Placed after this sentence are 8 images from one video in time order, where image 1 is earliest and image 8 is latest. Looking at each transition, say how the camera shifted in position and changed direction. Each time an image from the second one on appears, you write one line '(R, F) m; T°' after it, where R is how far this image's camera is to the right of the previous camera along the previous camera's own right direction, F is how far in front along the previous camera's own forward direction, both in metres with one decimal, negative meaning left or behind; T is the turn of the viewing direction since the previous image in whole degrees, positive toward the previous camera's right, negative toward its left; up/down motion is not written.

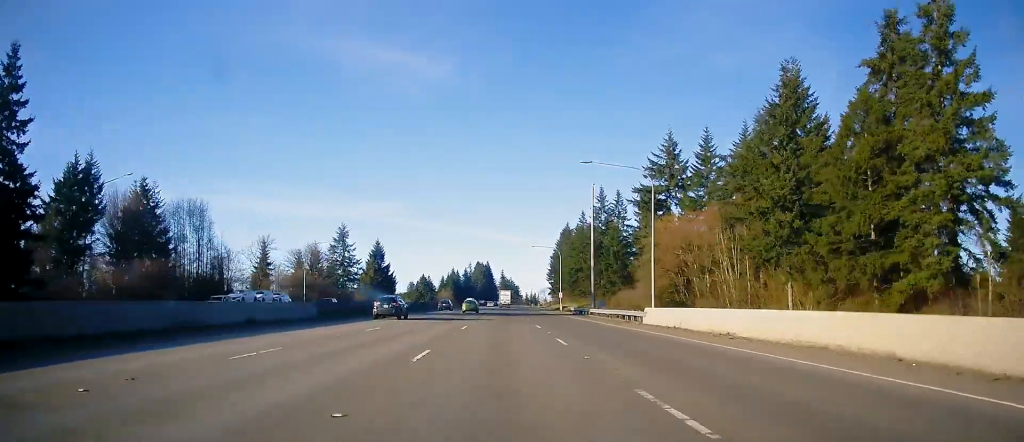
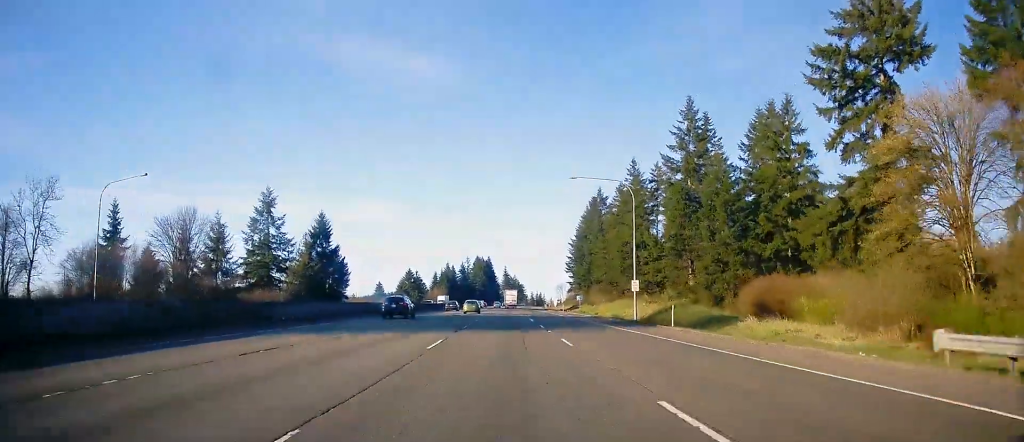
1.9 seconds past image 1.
(+0.4, +62.4) m; 0°
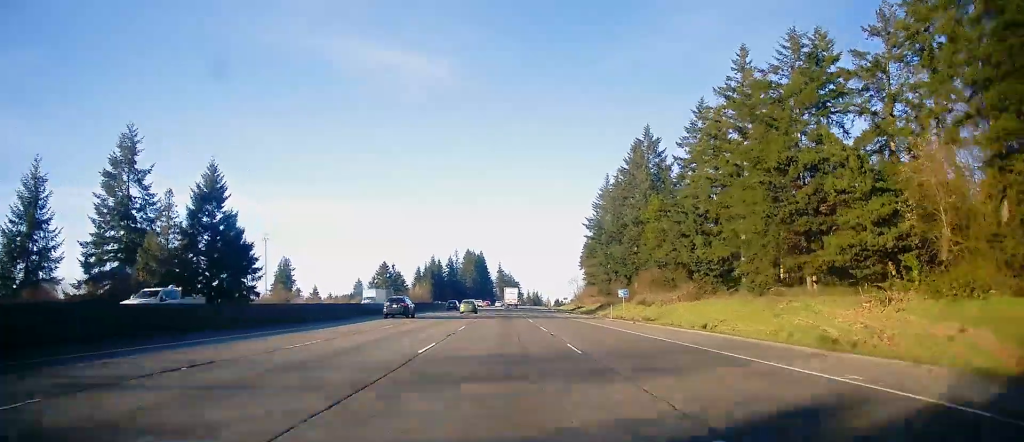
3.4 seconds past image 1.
(-0.6, +51.3) m; 0°
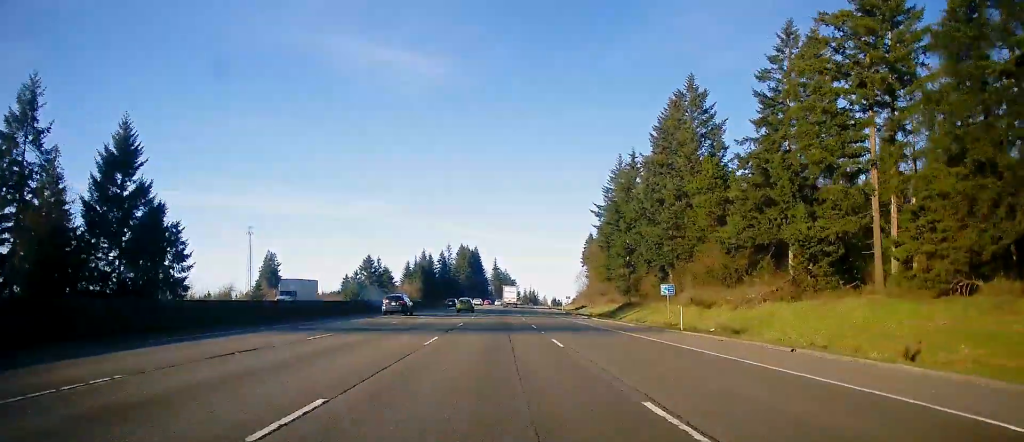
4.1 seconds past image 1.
(+0.2, +22.5) m; 0°
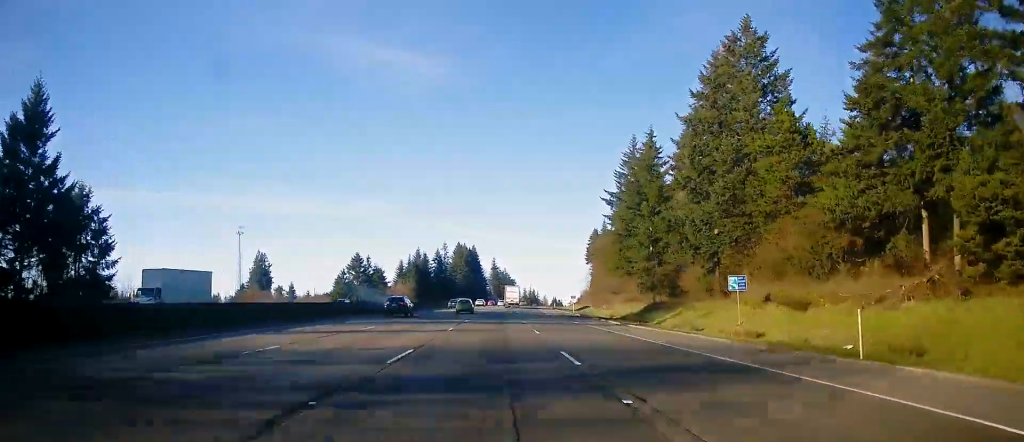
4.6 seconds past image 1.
(+0.2, +16.9) m; 0°
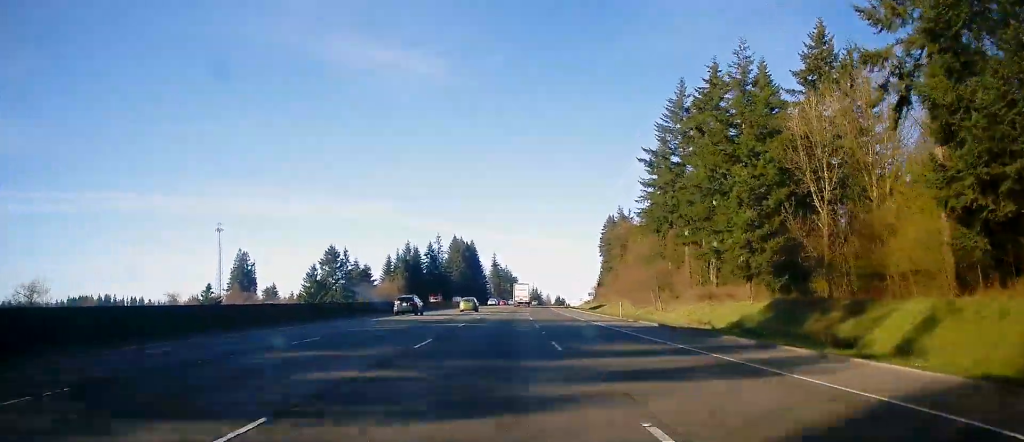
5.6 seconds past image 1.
(-0.1, +33.5) m; 0°
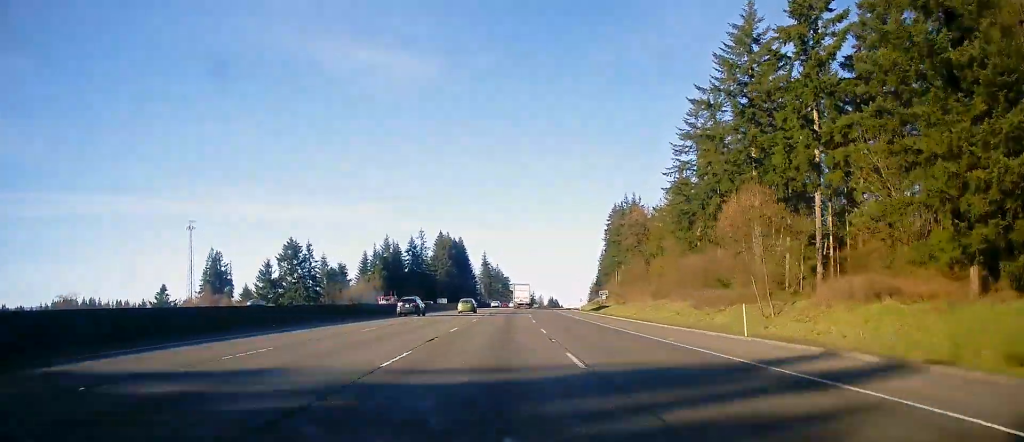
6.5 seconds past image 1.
(0.0, +28.6) m; +1°
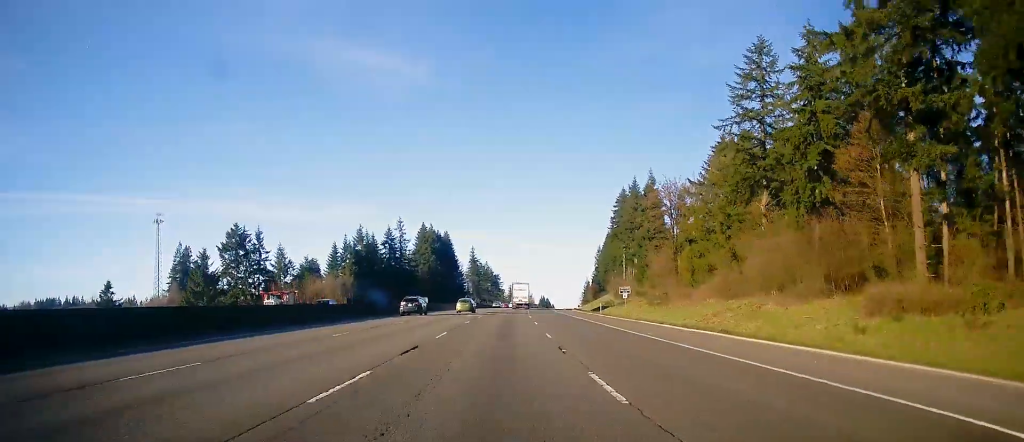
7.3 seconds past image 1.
(+0.3, +28.1) m; +1°
